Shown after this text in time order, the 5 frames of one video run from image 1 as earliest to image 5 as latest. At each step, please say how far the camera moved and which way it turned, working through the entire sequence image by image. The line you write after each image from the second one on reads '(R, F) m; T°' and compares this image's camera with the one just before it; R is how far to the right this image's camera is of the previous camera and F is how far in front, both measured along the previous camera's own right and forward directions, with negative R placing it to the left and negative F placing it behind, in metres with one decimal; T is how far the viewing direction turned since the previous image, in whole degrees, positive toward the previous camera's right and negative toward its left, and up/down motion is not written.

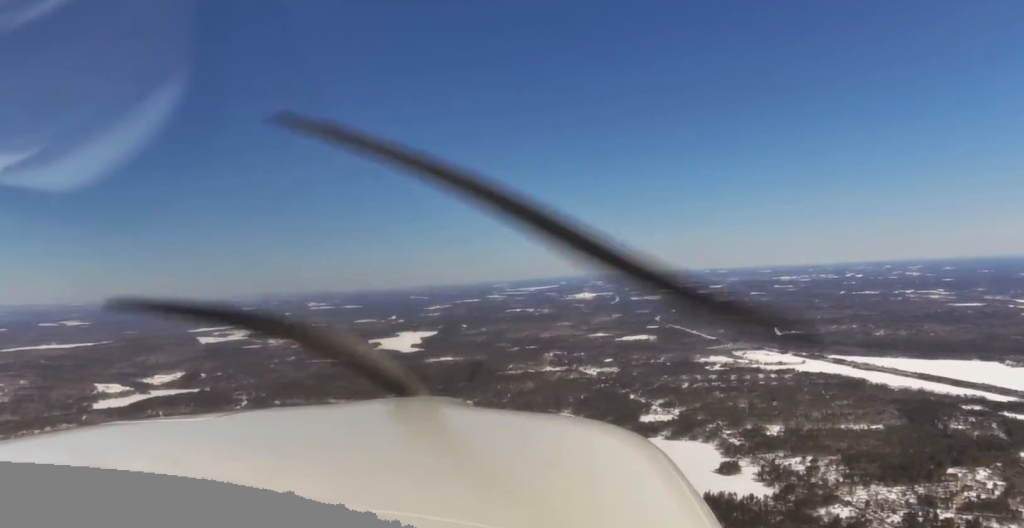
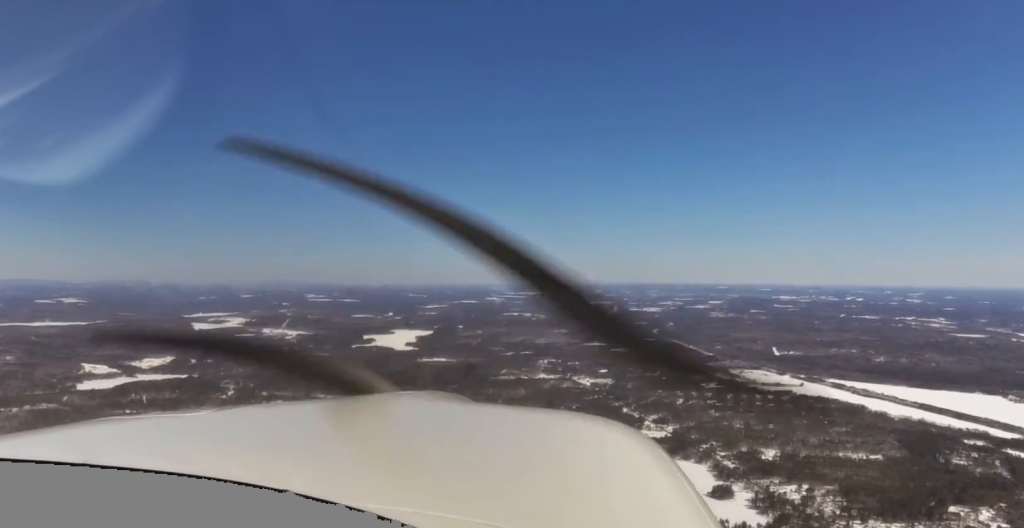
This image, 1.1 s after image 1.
(+0.2, +67.3) m; +1°
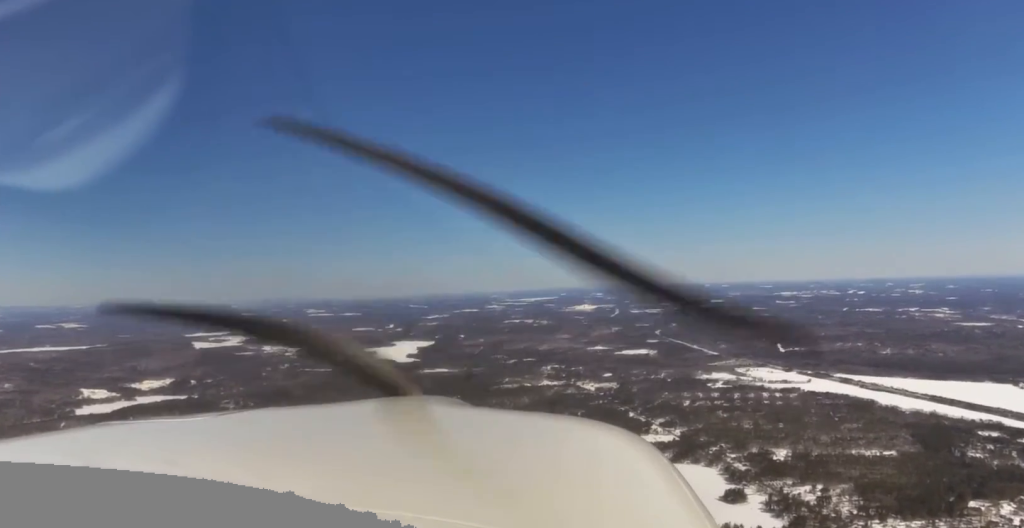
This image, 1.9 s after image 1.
(+0.7, +54.8) m; 0°
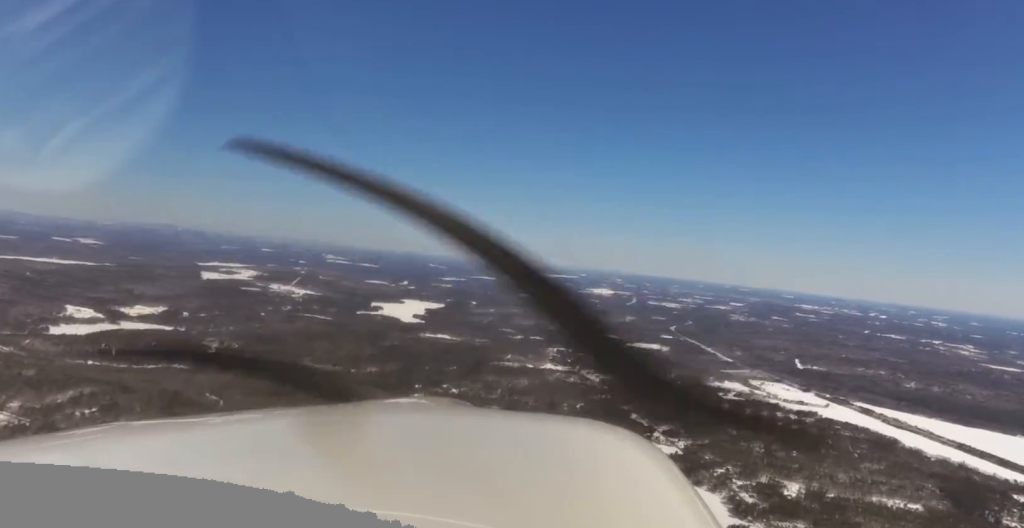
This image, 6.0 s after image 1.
(+0.3, +258.2) m; 0°
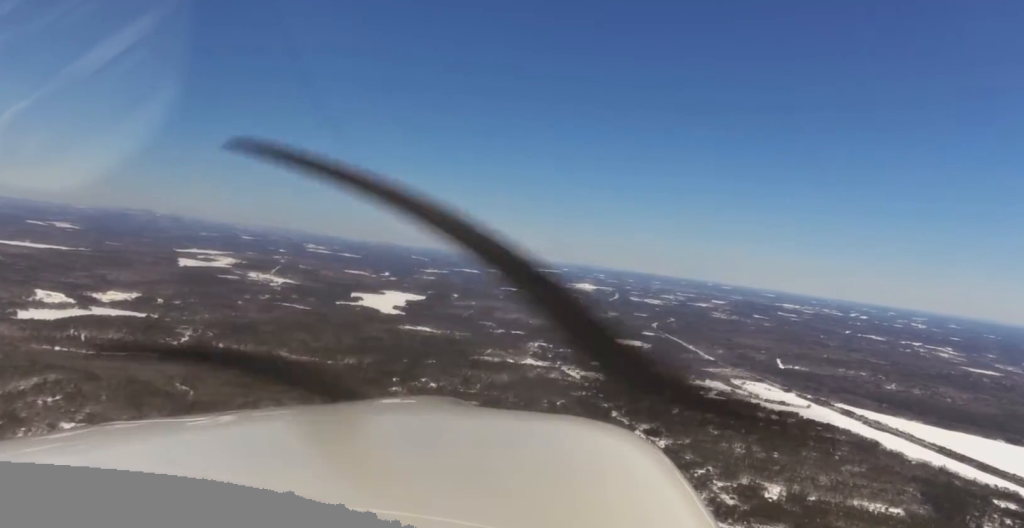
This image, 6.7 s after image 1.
(-0.4, +41.5) m; -1°
